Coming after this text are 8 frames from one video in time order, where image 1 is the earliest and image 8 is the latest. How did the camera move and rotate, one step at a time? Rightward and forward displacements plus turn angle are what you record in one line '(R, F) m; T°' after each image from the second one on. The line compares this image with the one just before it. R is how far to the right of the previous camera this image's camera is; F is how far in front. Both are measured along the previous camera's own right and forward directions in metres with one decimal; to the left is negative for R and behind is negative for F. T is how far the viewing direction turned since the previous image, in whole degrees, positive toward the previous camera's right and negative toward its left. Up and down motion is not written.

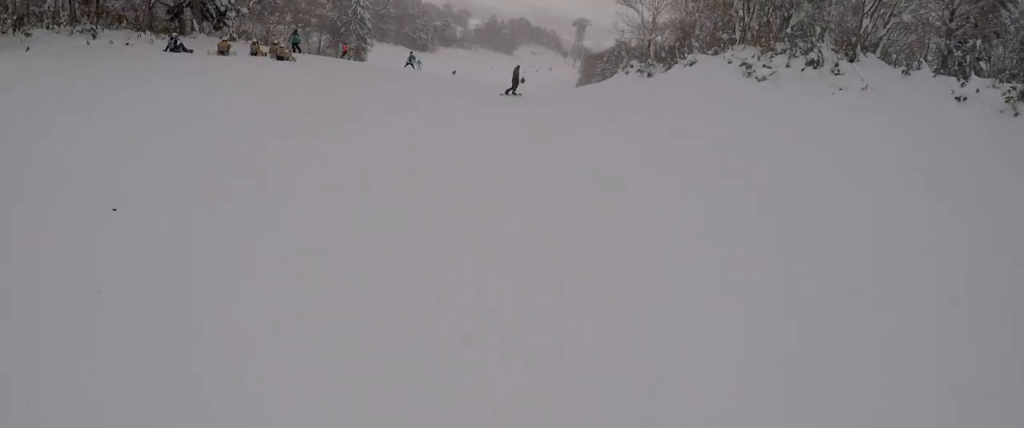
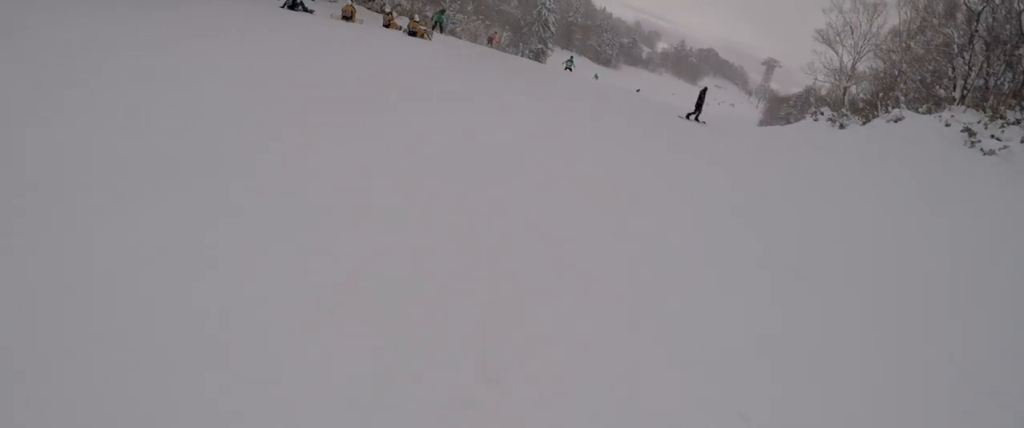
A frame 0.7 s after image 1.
(0.0, +4.2) m; -14°
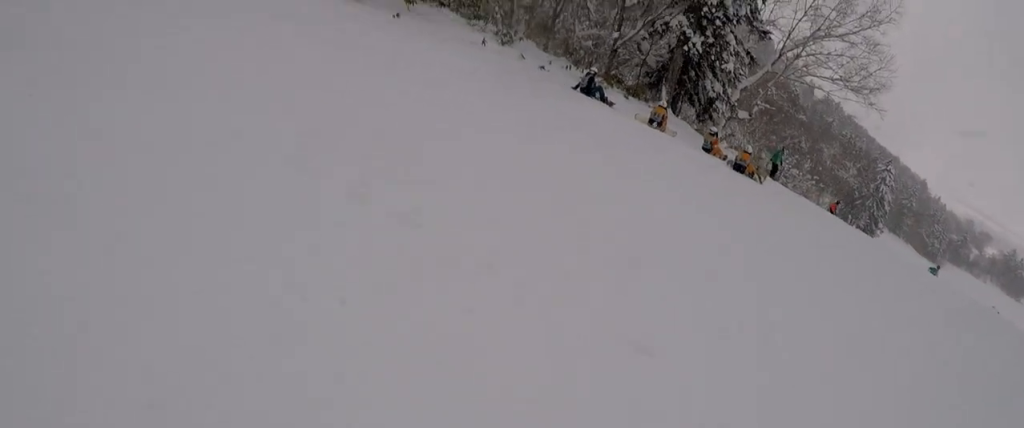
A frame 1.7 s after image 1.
(-1.7, +5.7) m; -33°
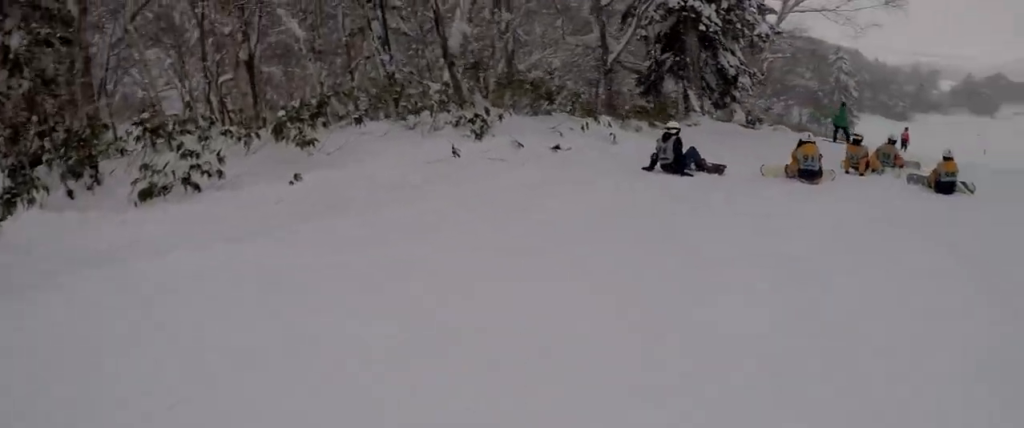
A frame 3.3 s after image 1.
(-3.1, +7.9) m; -17°
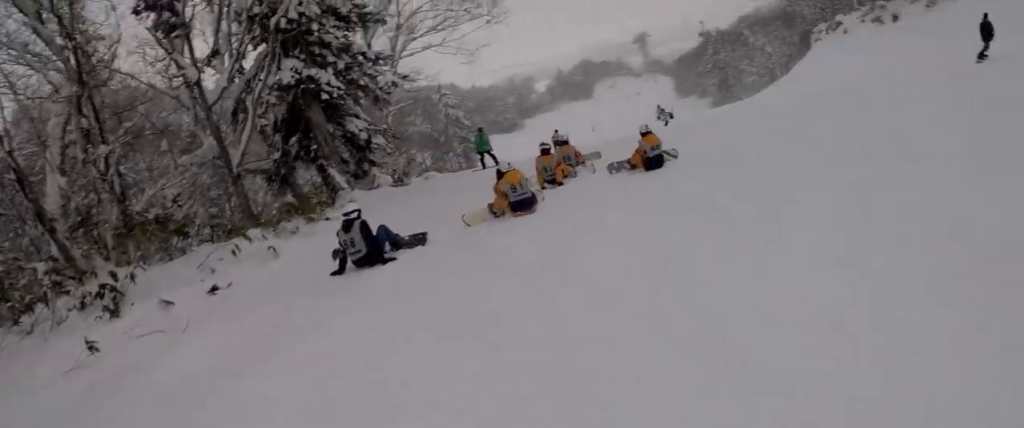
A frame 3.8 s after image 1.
(+0.1, +2.4) m; +16°
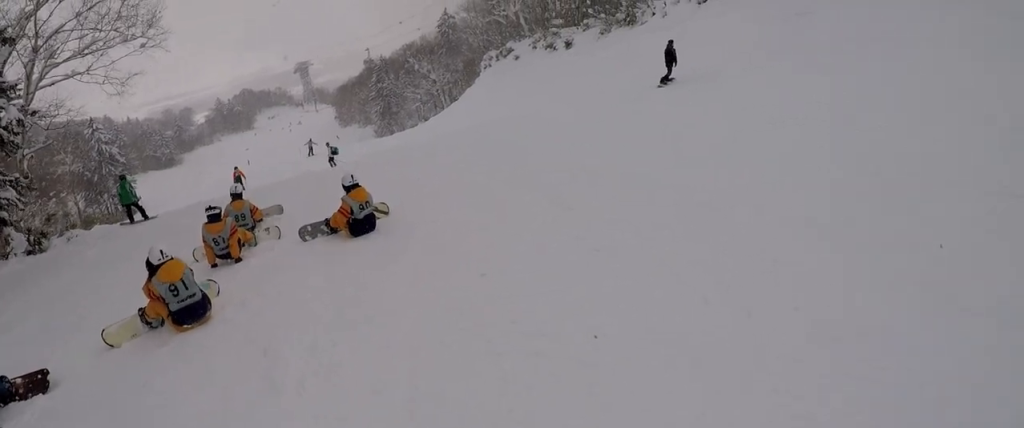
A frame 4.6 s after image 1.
(+0.7, +3.0) m; +38°
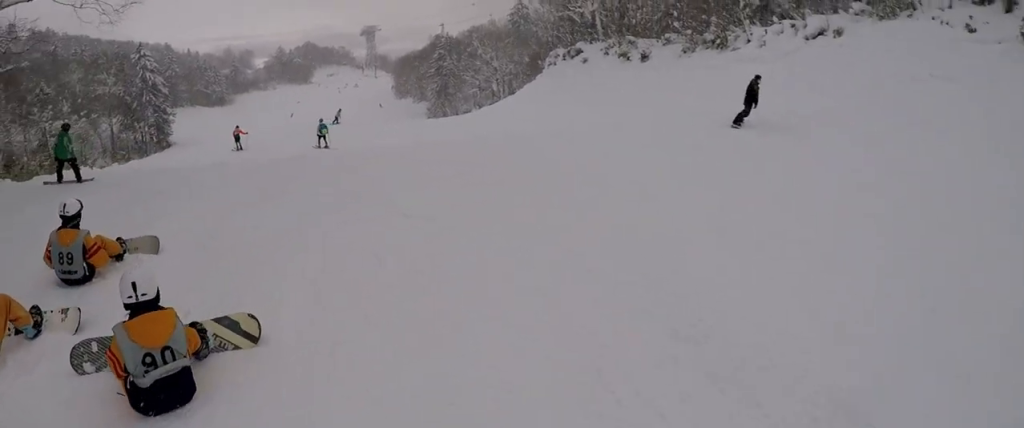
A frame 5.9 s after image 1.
(+2.3, +5.1) m; +23°
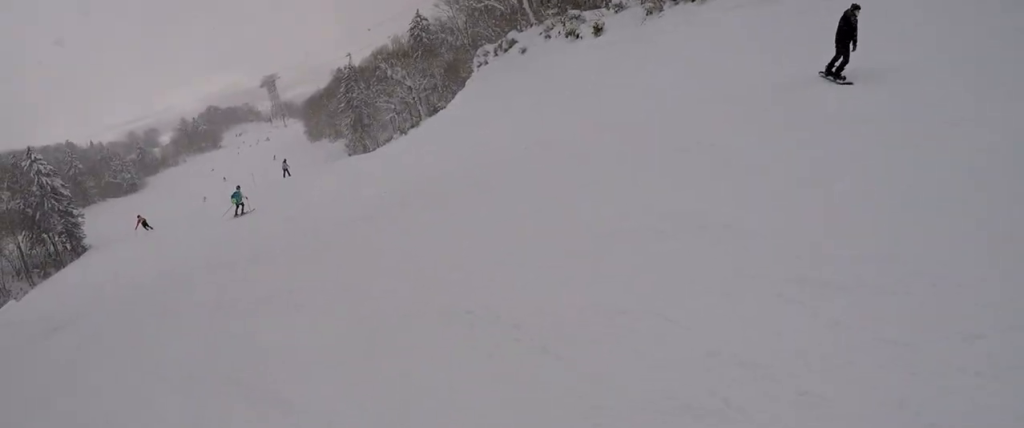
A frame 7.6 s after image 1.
(-1.9, +6.7) m; -15°
